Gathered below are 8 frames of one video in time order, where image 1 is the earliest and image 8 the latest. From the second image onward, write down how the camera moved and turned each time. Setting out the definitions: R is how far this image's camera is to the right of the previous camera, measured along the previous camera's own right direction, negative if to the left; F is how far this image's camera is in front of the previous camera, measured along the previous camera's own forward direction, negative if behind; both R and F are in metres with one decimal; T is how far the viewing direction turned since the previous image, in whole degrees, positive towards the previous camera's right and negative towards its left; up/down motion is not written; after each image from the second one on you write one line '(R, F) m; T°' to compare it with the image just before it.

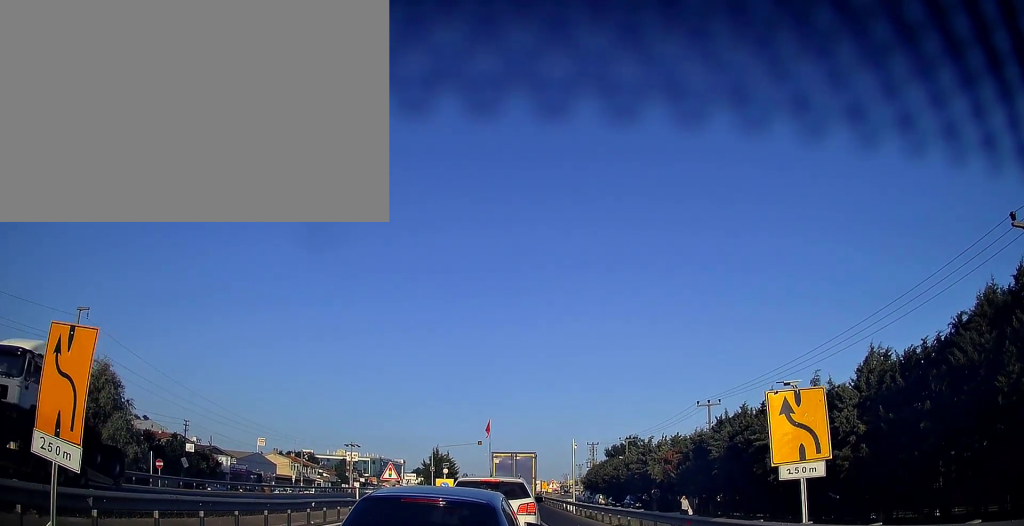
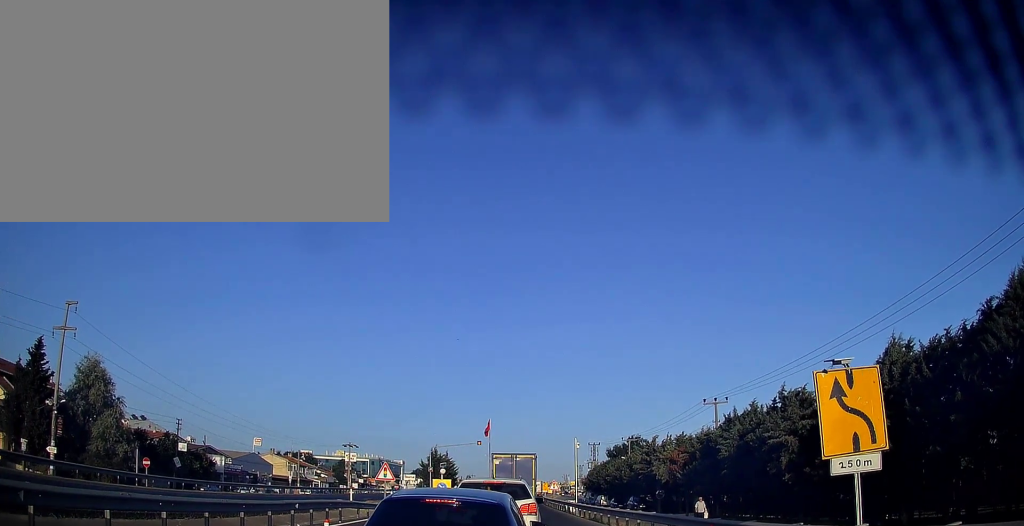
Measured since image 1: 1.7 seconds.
(+0.3, +1.9) m; 0°
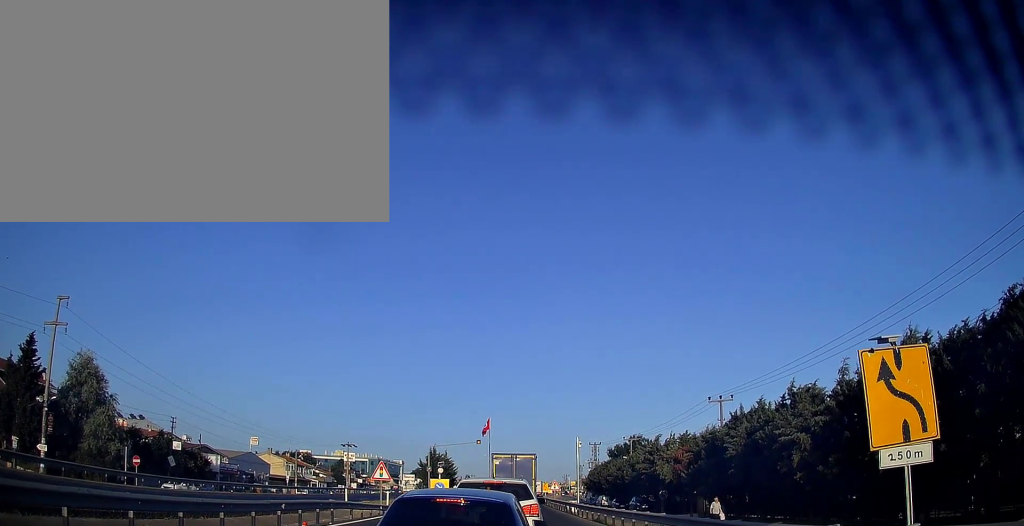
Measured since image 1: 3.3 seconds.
(0.0, +0.8) m; 0°
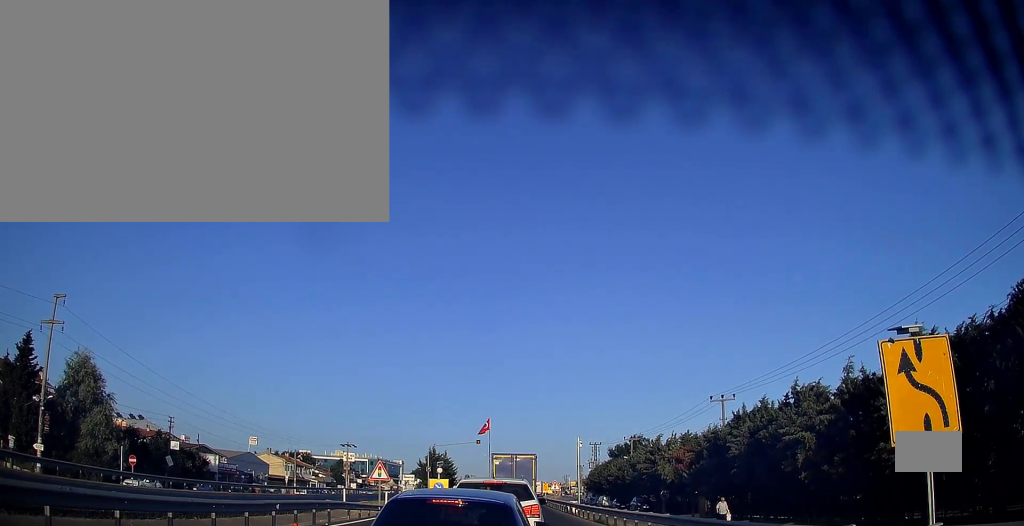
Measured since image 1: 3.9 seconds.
(-0.1, +0.3) m; 0°
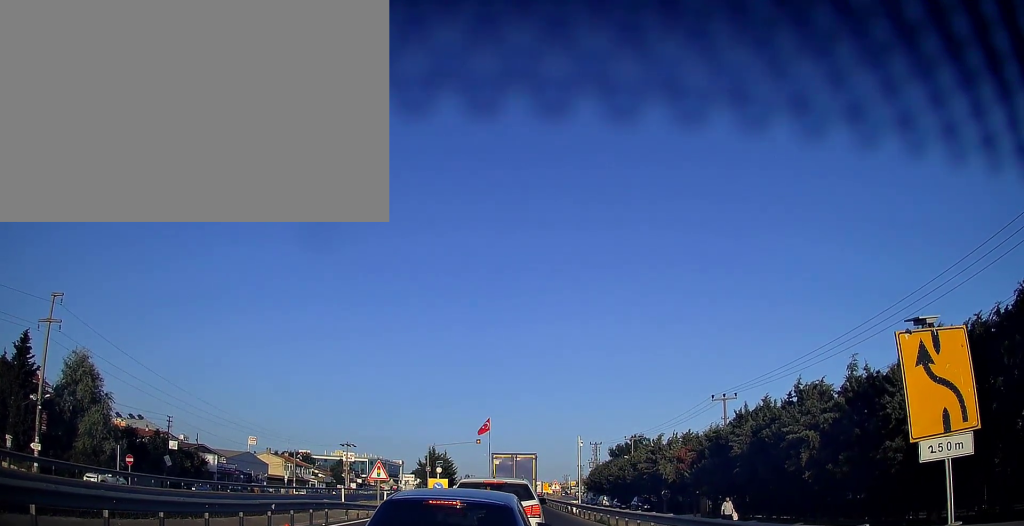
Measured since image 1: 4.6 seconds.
(-0.1, +0.3) m; 0°
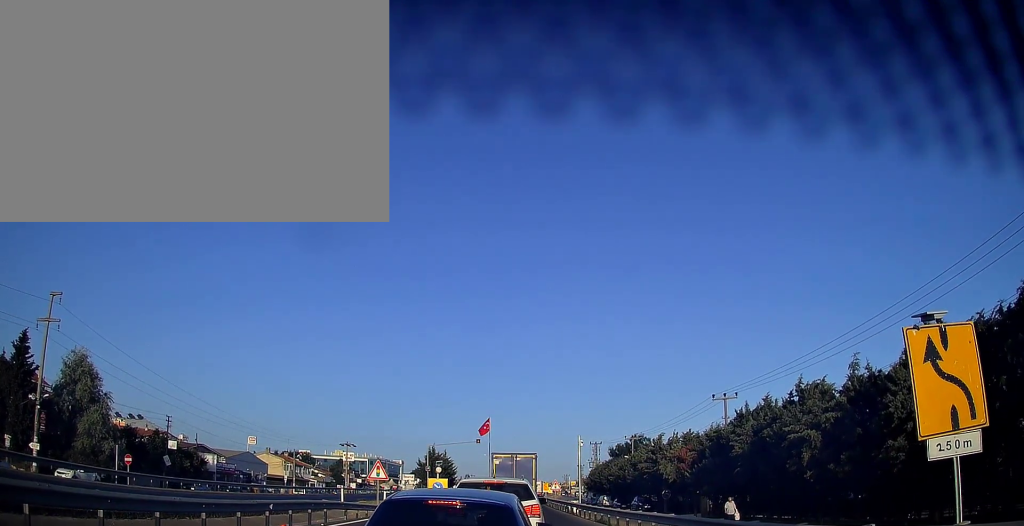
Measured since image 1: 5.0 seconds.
(0.0, +0.1) m; 0°
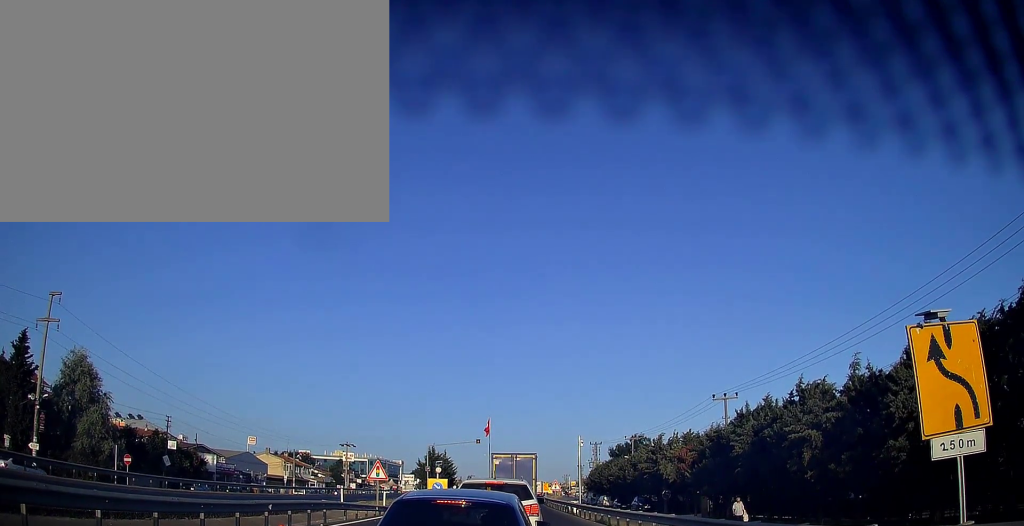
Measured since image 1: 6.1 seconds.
(+0.1, +0.2) m; 0°
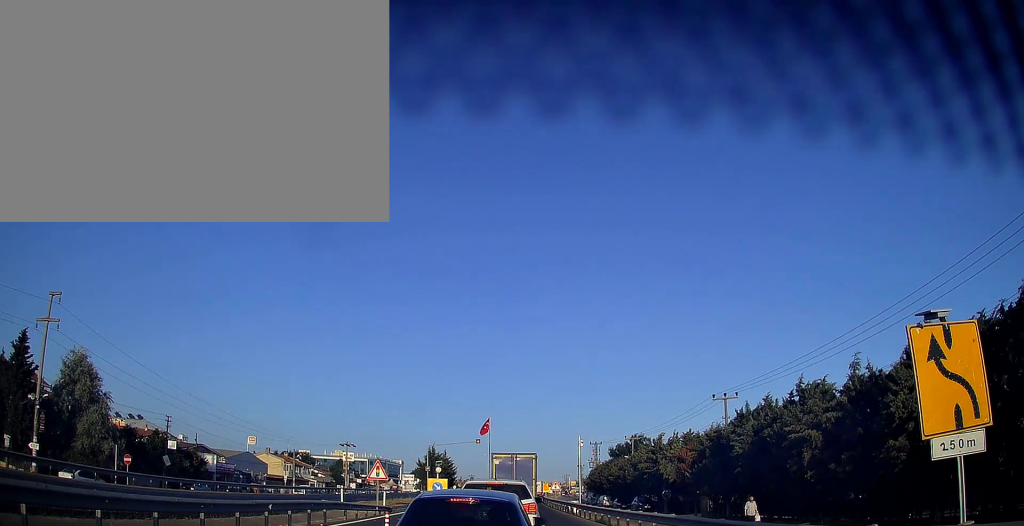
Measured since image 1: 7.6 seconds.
(+0.1, +0.2) m; 0°
